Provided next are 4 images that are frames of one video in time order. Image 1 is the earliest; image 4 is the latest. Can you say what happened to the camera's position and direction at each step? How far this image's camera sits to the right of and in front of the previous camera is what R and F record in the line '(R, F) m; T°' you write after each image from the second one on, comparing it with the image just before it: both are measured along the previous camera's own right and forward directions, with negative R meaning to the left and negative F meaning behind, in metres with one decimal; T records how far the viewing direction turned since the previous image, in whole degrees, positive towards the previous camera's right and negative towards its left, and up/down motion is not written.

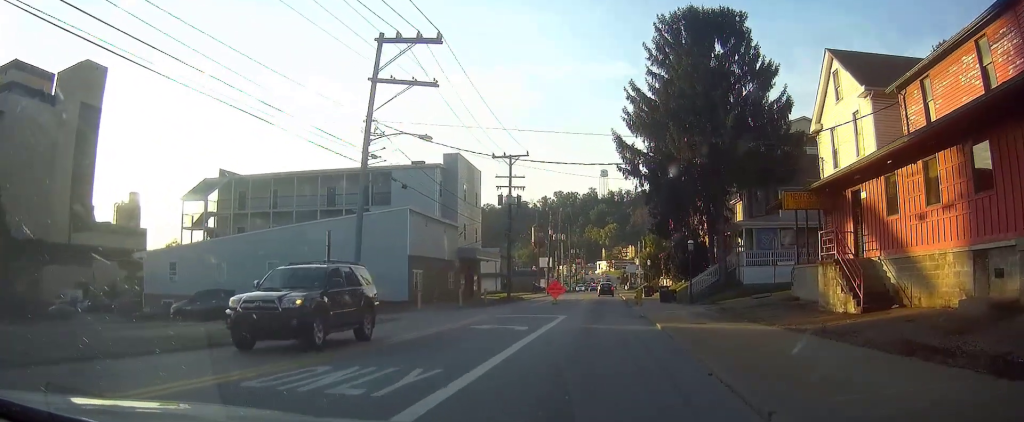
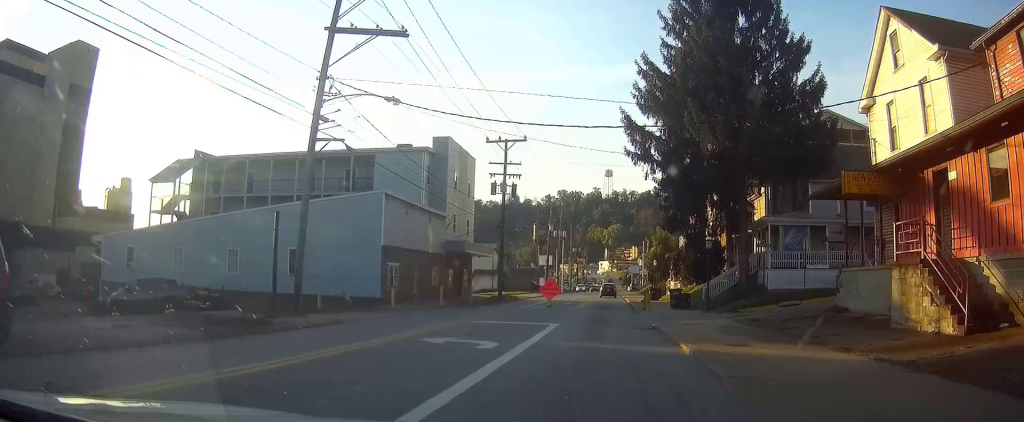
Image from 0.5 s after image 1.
(0.0, +5.4) m; 0°
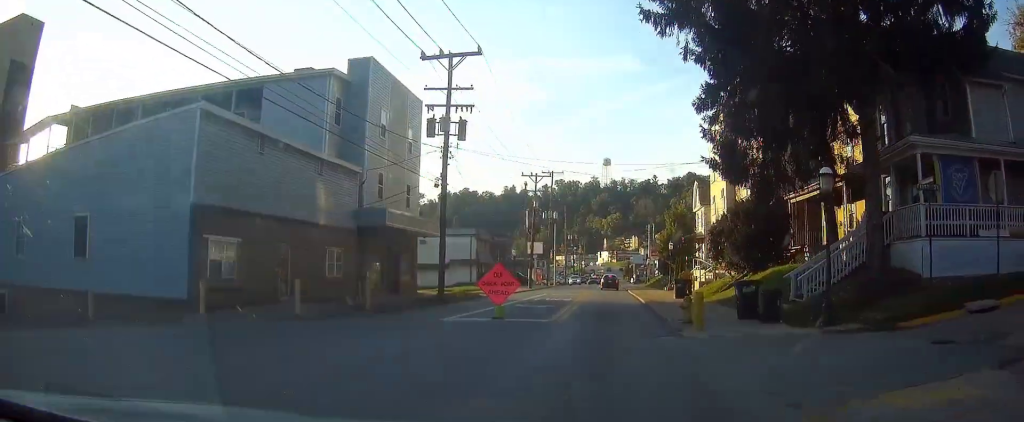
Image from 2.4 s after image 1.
(0.0, +17.6) m; 0°
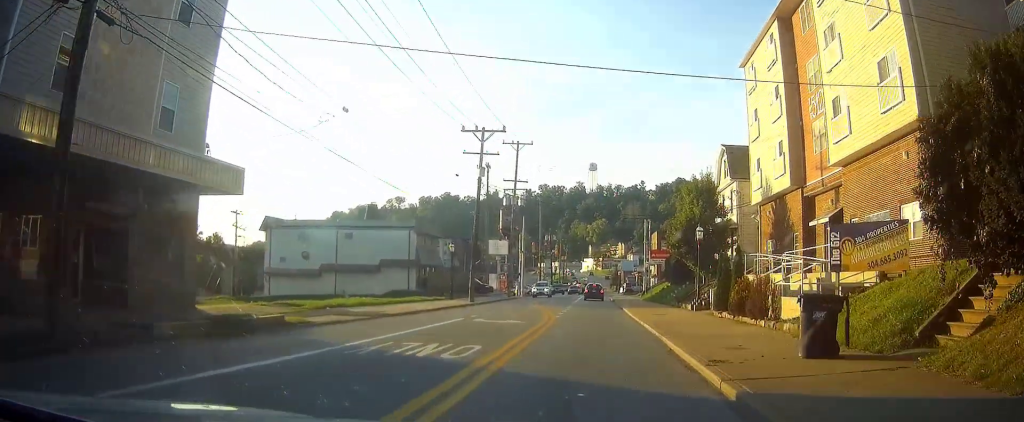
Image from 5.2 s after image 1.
(+0.5, +23.0) m; +1°
